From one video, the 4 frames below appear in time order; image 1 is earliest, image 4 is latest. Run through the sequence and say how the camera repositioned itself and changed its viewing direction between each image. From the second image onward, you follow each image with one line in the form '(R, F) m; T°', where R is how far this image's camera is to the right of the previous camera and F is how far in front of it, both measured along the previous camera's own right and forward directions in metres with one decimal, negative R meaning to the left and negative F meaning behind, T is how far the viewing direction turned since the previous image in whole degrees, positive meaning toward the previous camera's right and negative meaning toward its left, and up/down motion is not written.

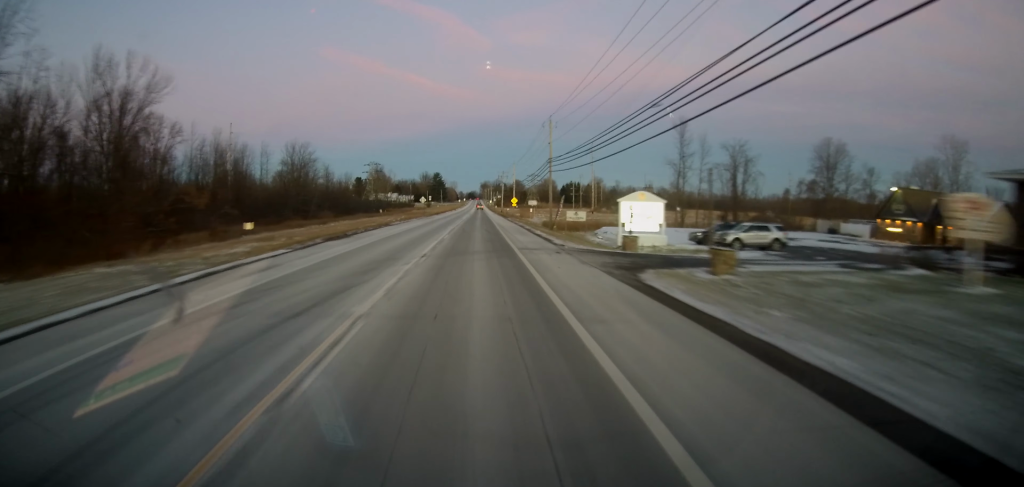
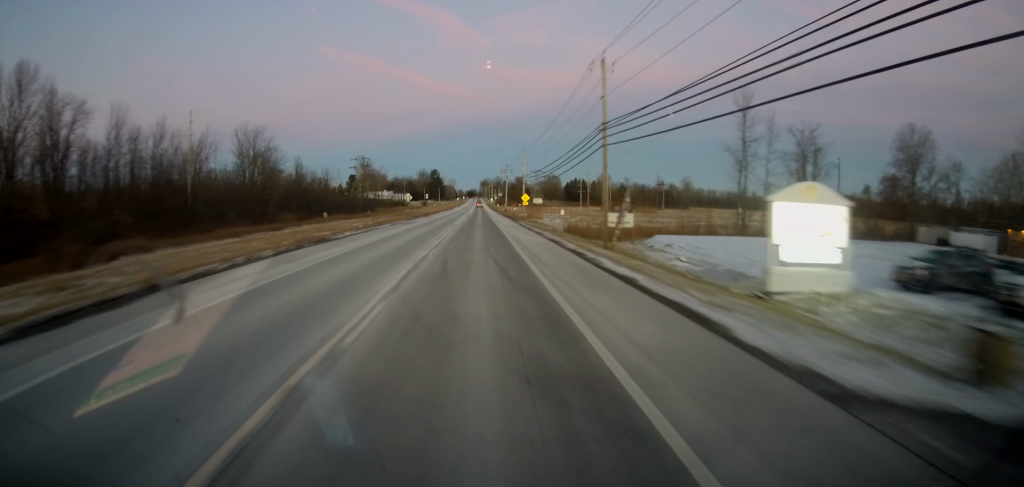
(0.0, +22.6) m; 0°
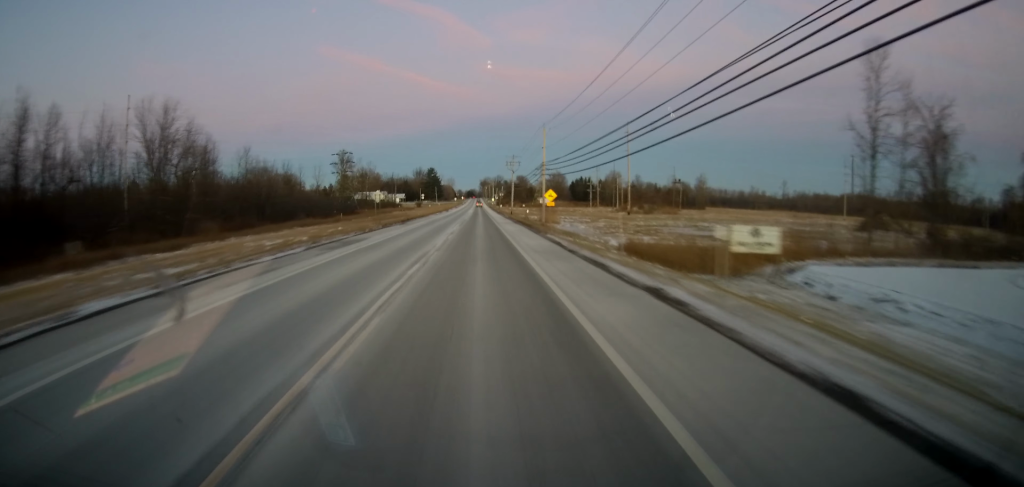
(+0.1, +25.6) m; 0°
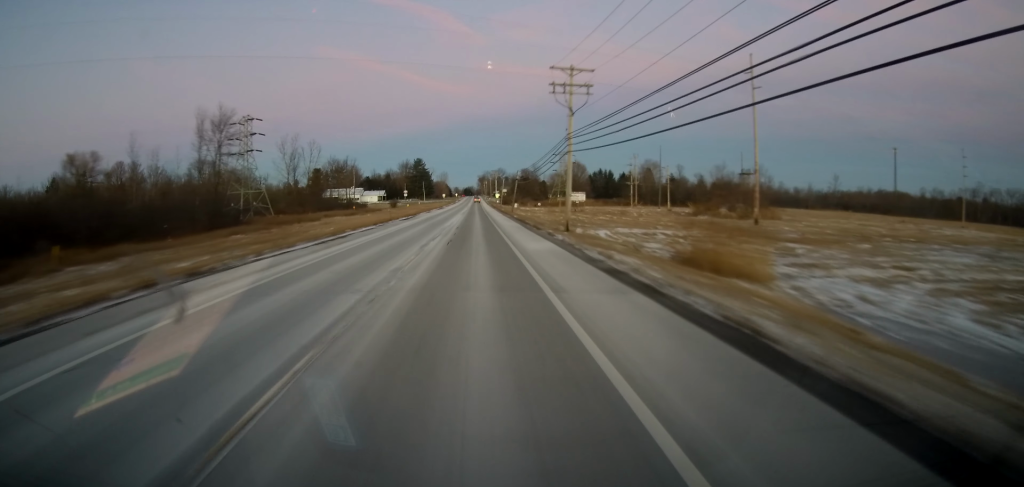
(+0.1, +71.1) m; 0°
